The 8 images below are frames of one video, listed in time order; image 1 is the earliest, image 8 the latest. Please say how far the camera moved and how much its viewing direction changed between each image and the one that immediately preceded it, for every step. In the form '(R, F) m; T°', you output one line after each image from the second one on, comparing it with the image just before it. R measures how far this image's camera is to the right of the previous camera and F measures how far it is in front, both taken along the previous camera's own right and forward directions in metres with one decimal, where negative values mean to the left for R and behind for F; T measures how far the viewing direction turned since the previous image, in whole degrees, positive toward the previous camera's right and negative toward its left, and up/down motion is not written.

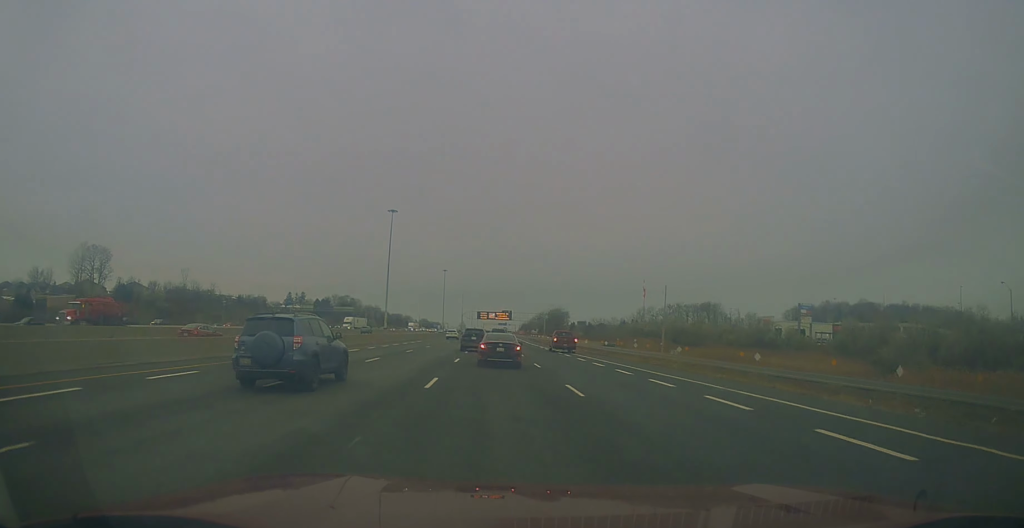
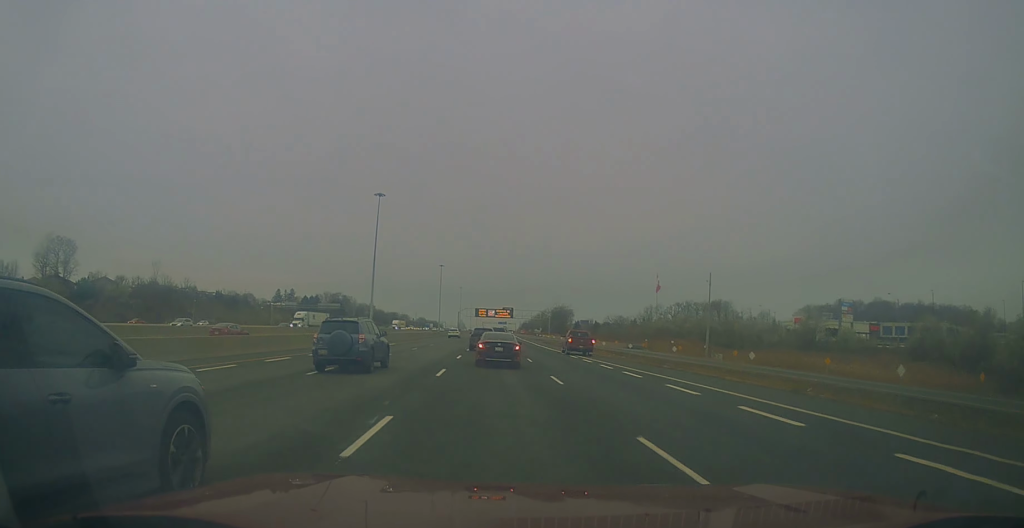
(+0.2, +20.7) m; +1°
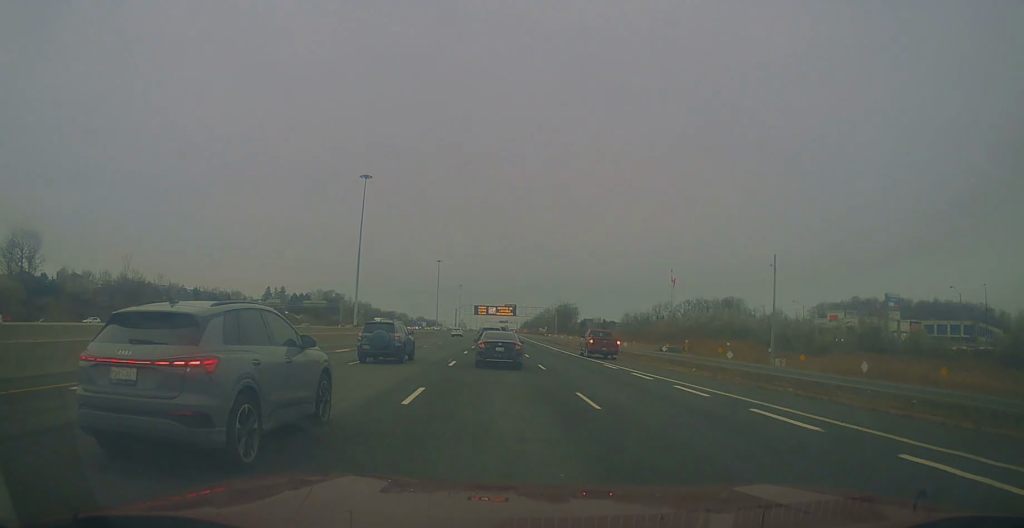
(+0.2, +18.8) m; 0°
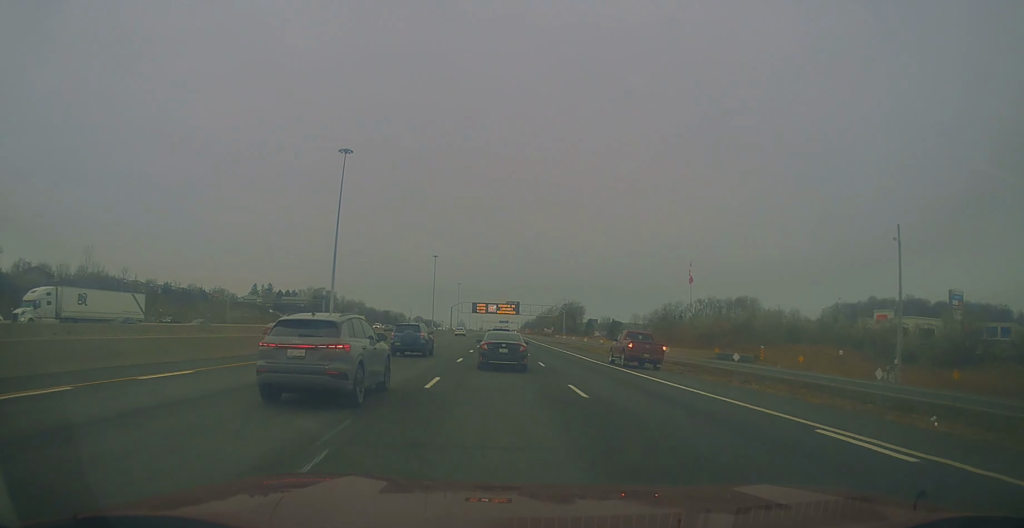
(-0.1, +21.4) m; 0°
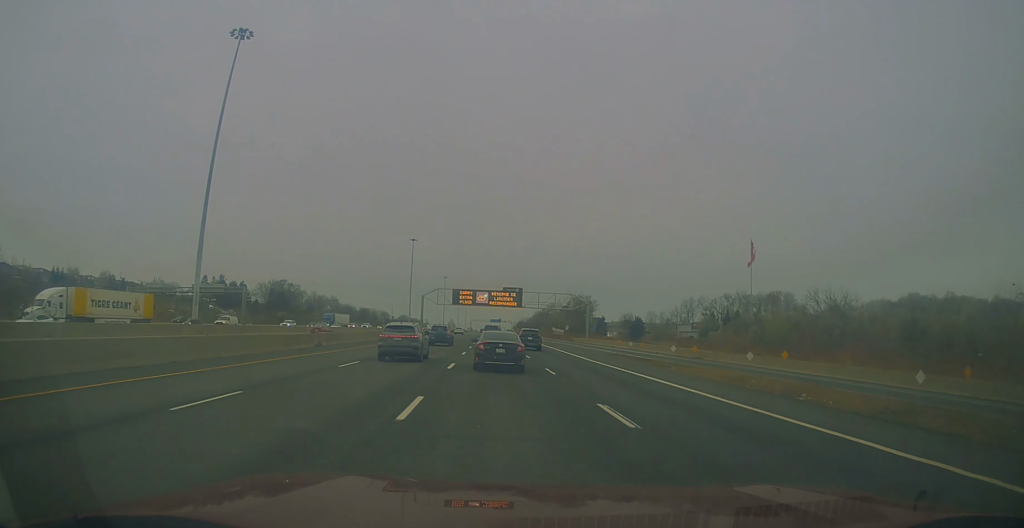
(-0.2, +53.1) m; +1°
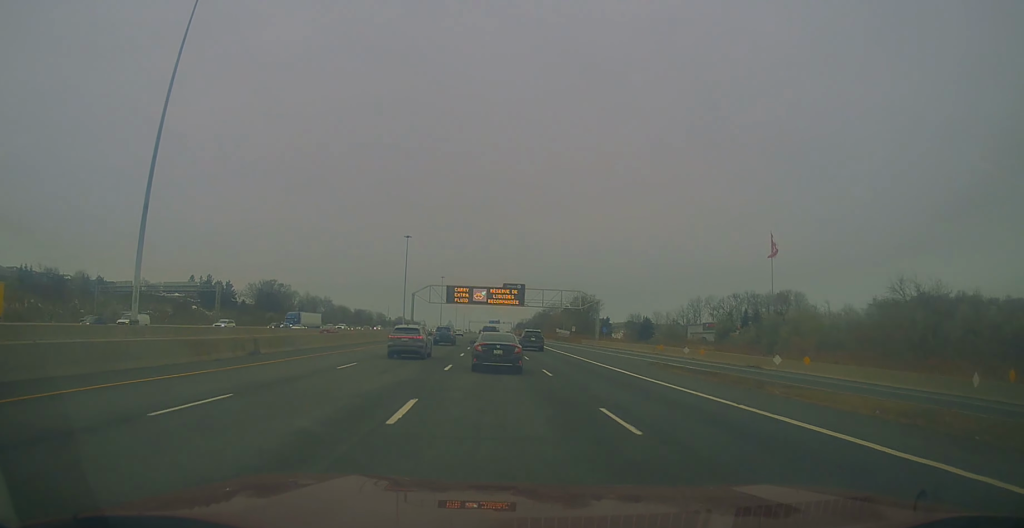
(+0.2, +12.1) m; +1°
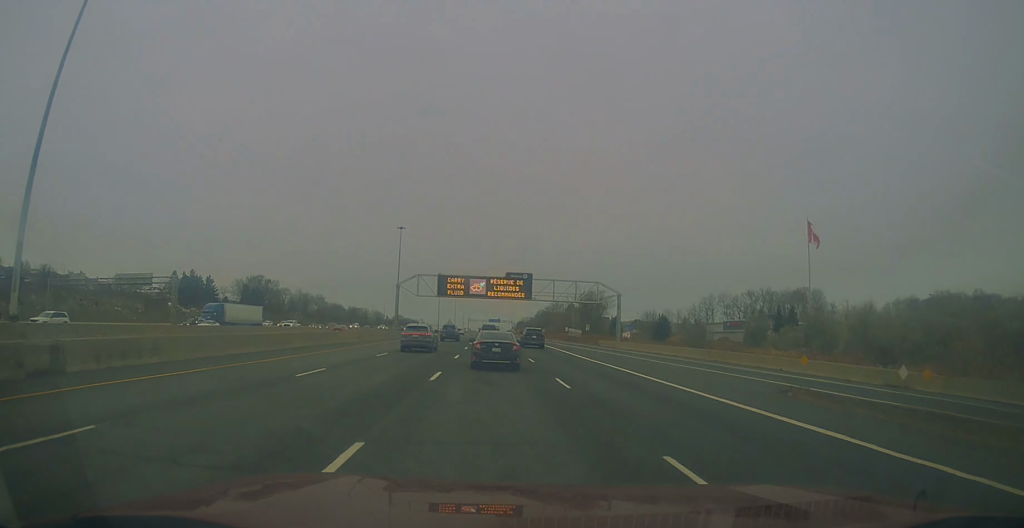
(+0.1, +16.7) m; 0°
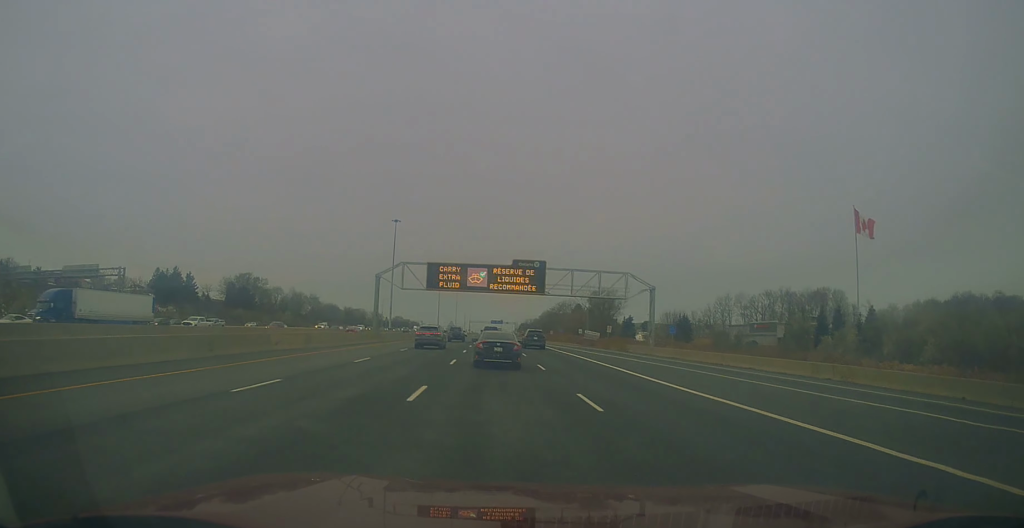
(+0.1, +16.6) m; -1°
